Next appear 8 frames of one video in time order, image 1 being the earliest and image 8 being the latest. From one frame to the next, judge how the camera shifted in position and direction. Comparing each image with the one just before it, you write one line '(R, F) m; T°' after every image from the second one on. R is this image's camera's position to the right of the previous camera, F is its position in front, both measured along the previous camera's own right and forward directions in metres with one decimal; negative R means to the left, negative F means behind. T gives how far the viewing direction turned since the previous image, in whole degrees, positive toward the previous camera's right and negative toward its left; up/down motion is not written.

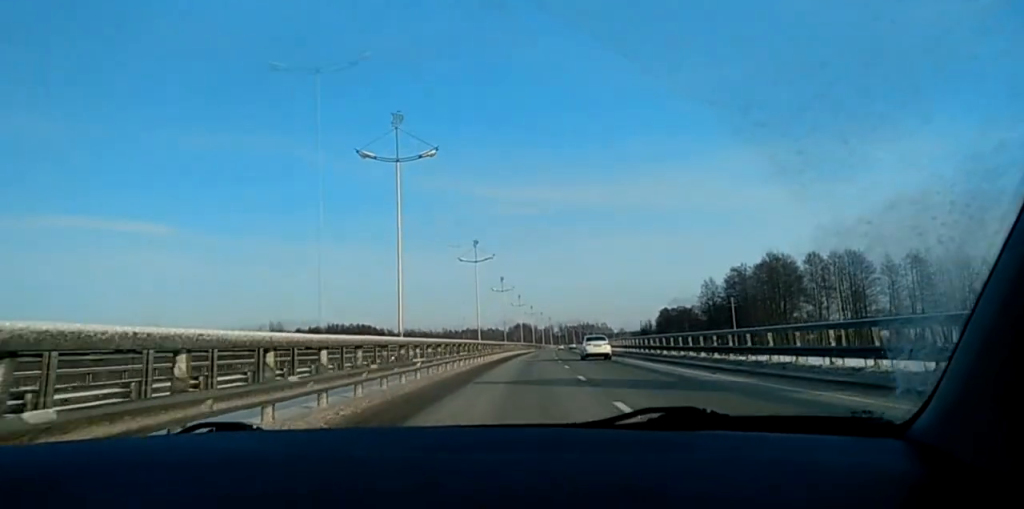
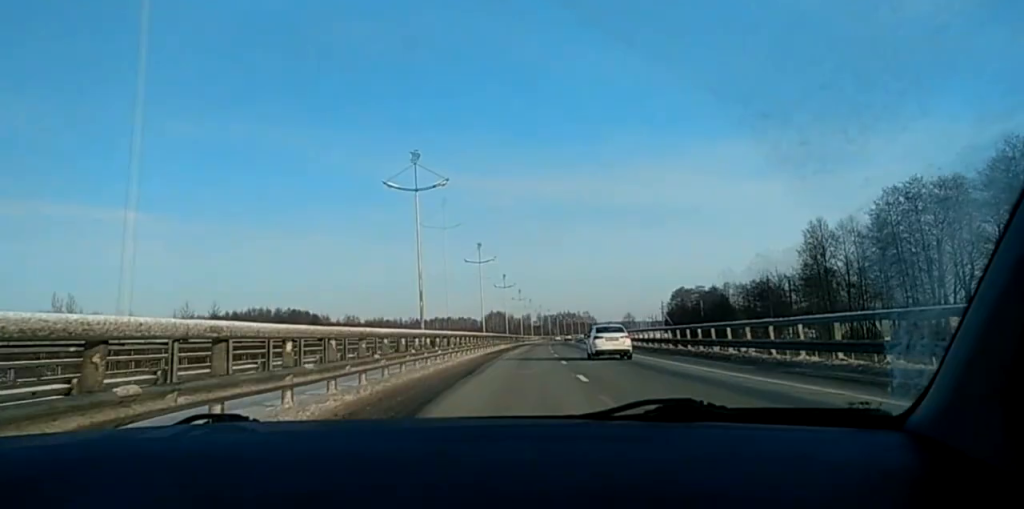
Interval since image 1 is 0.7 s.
(0.0, +32.8) m; 0°
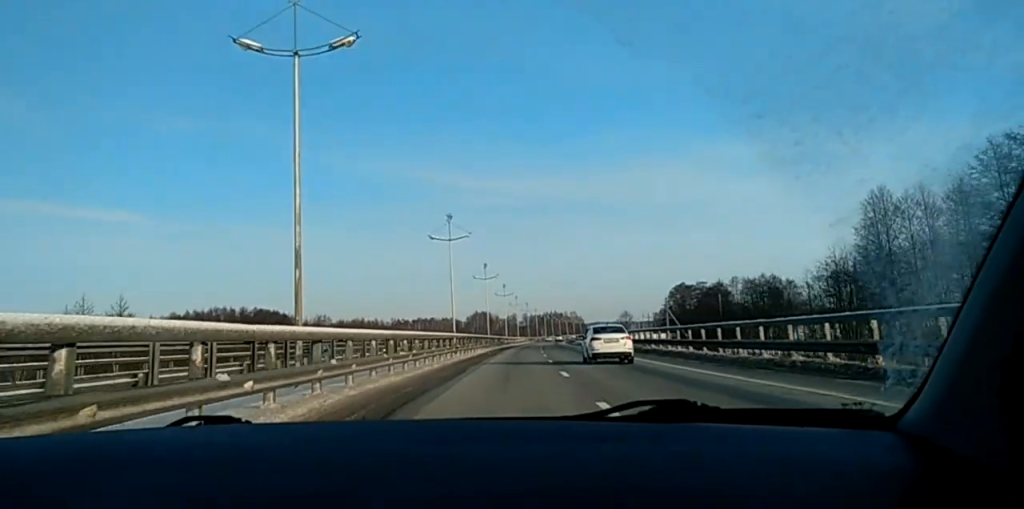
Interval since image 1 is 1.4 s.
(+0.2, +28.7) m; +1°
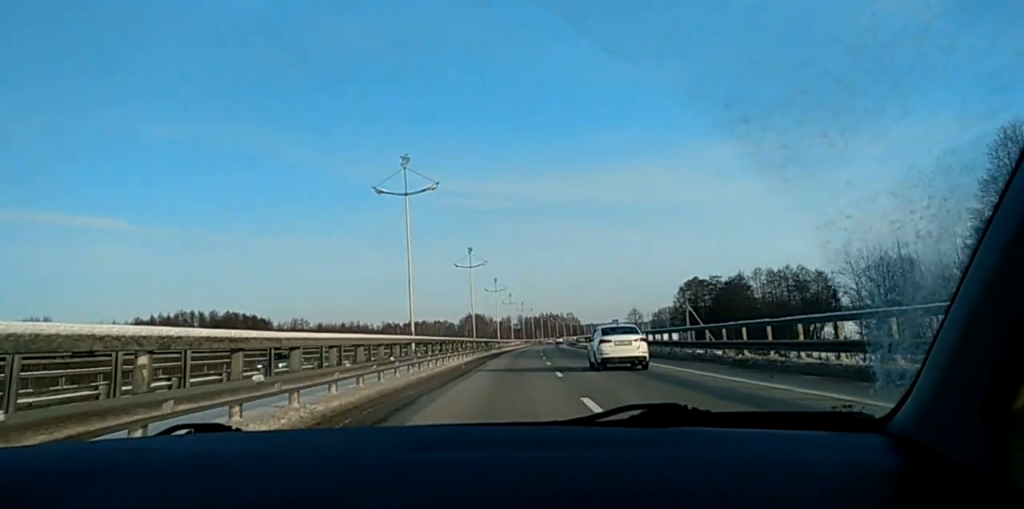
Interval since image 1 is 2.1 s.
(+0.2, +28.3) m; +1°
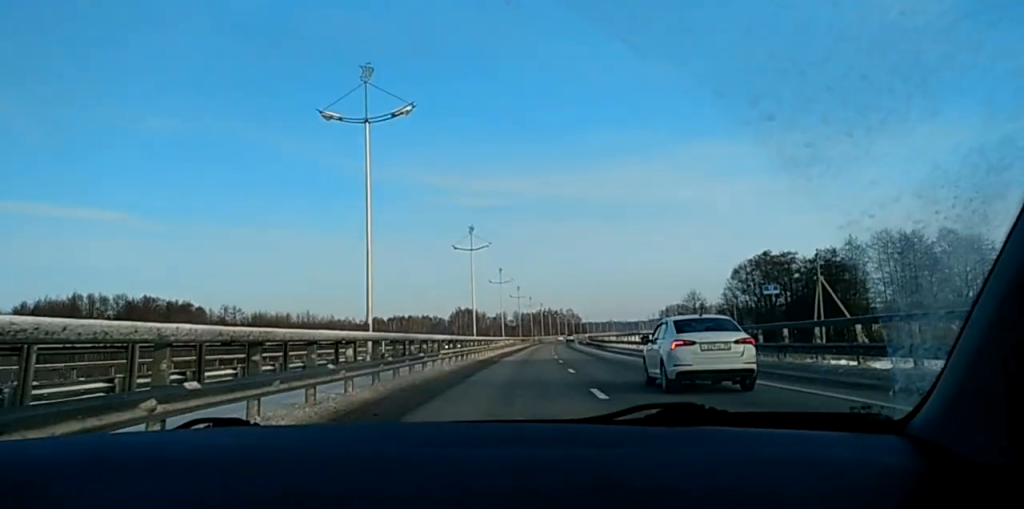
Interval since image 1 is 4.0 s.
(+0.5, +64.8) m; +1°
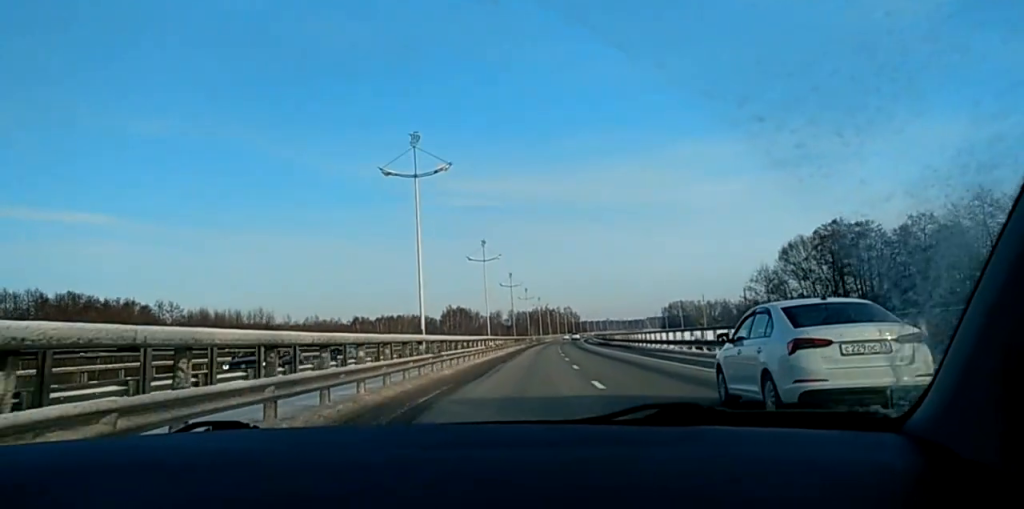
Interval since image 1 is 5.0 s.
(+0.1, +34.1) m; +1°
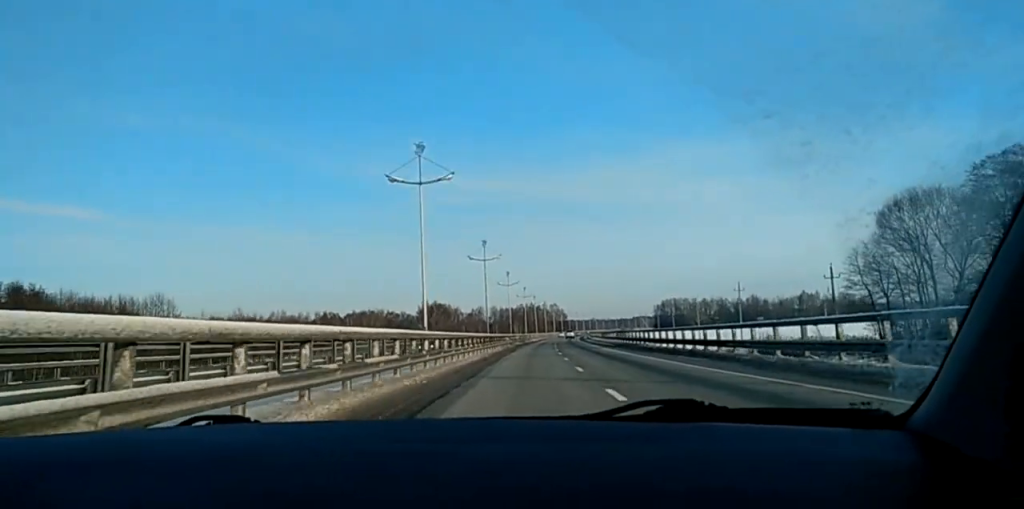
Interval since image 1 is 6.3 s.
(+0.6, +42.4) m; +2°
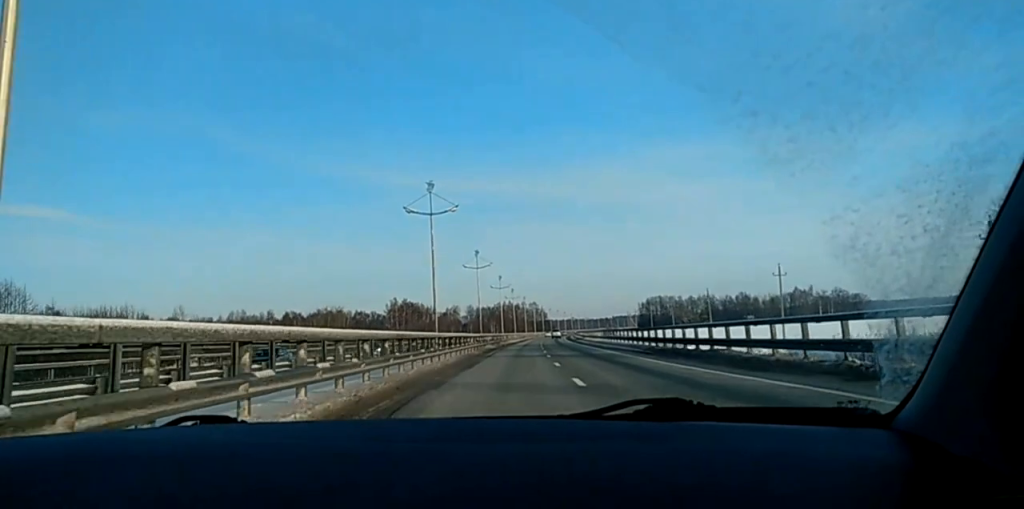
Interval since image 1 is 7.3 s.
(+0.4, +31.8) m; +1°
